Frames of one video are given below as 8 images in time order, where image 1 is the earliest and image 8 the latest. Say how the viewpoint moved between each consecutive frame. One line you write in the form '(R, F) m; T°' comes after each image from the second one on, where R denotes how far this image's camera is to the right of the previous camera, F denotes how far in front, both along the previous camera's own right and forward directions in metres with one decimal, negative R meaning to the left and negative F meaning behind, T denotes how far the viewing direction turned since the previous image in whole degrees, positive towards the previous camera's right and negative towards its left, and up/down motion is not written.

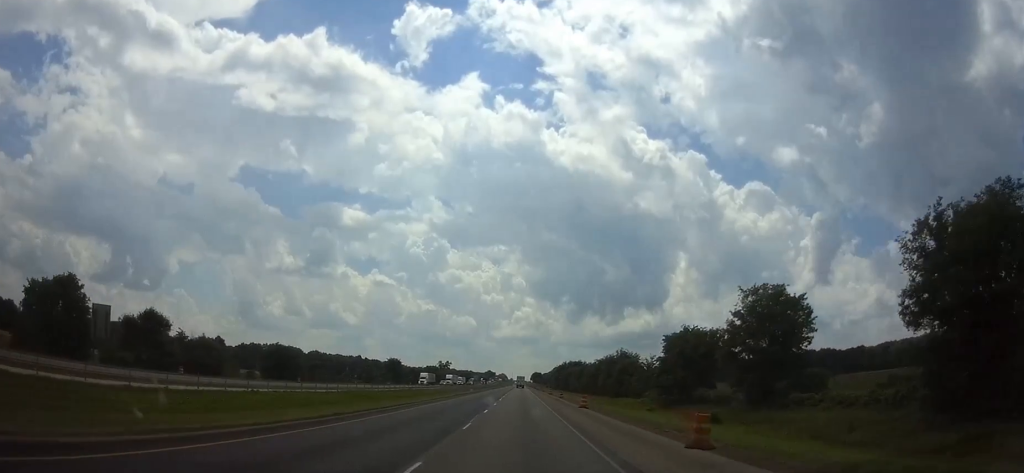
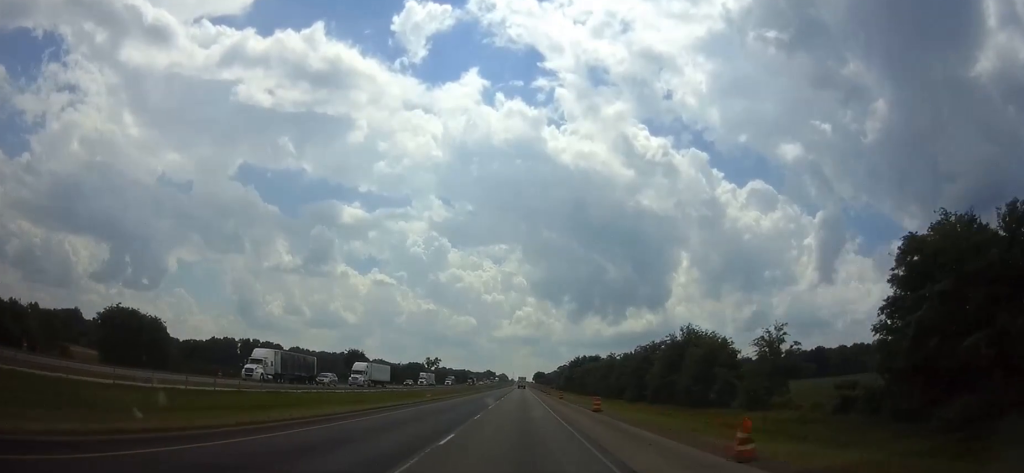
(+0.2, +66.7) m; 0°
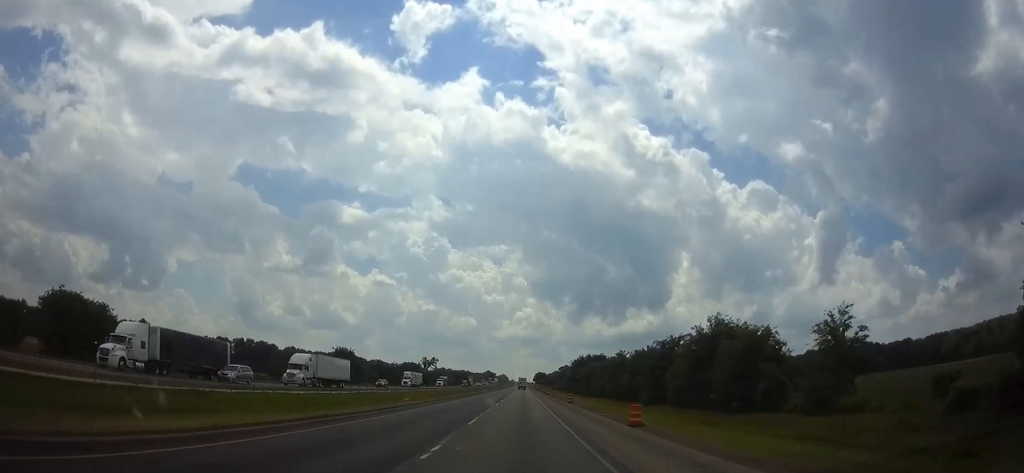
(0.0, +14.7) m; 0°
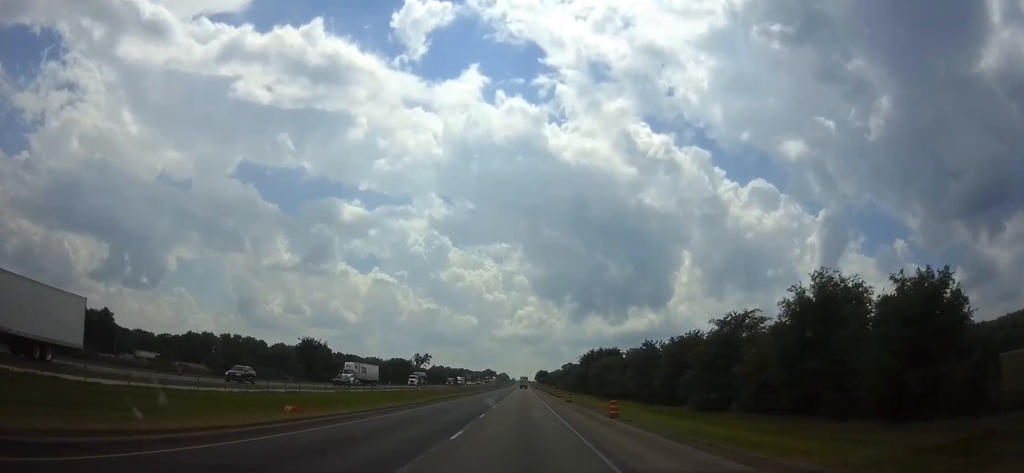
(0.0, +31.5) m; 0°
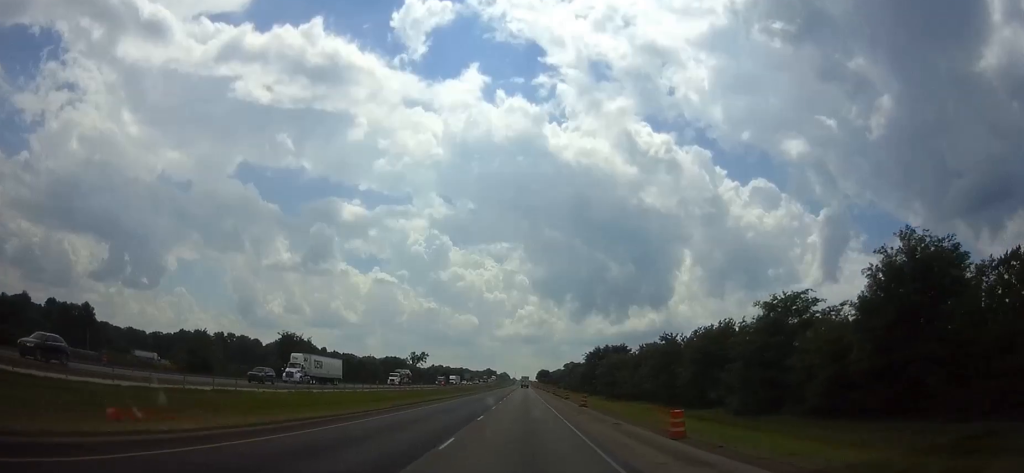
(0.0, +14.8) m; 0°
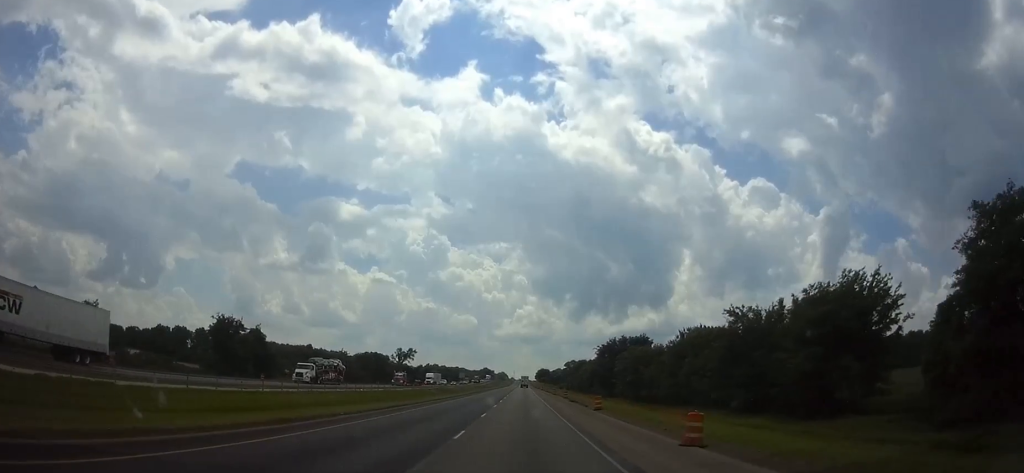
(0.0, +33.8) m; 0°
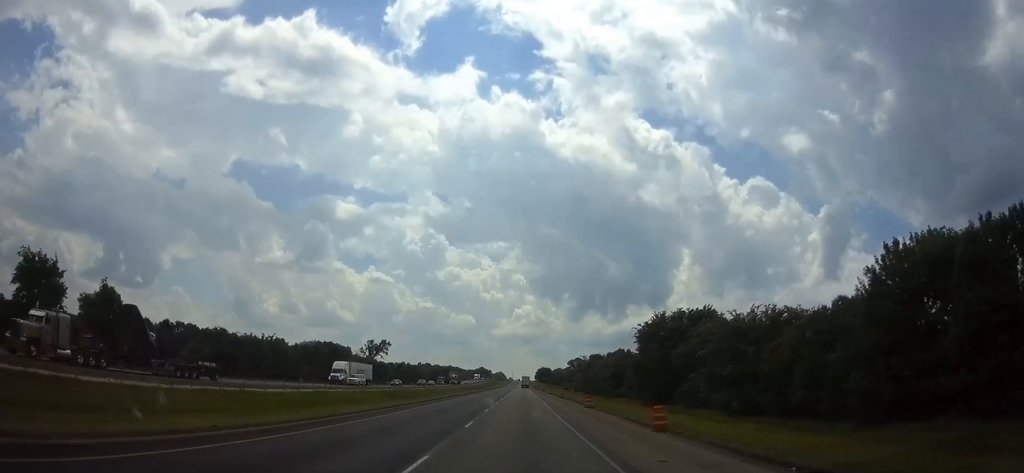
(+0.1, +55.7) m; 0°
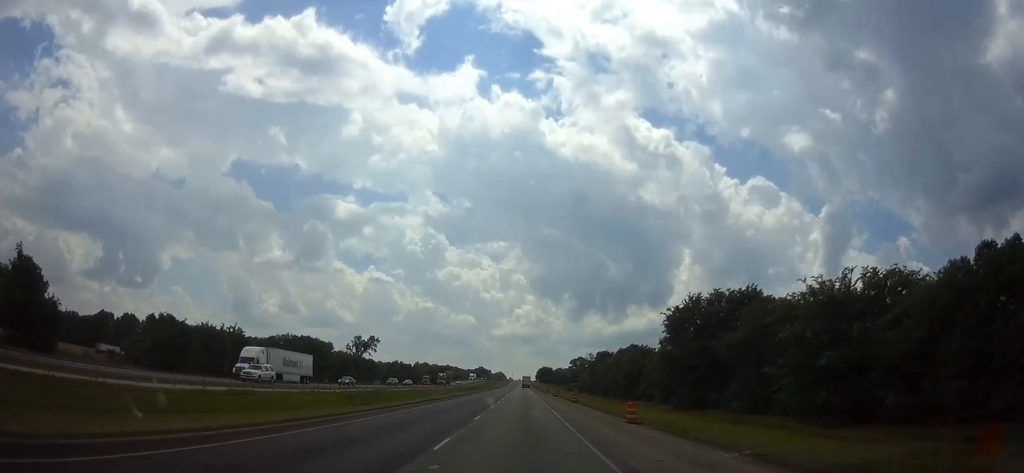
(0.0, +20.1) m; 0°
